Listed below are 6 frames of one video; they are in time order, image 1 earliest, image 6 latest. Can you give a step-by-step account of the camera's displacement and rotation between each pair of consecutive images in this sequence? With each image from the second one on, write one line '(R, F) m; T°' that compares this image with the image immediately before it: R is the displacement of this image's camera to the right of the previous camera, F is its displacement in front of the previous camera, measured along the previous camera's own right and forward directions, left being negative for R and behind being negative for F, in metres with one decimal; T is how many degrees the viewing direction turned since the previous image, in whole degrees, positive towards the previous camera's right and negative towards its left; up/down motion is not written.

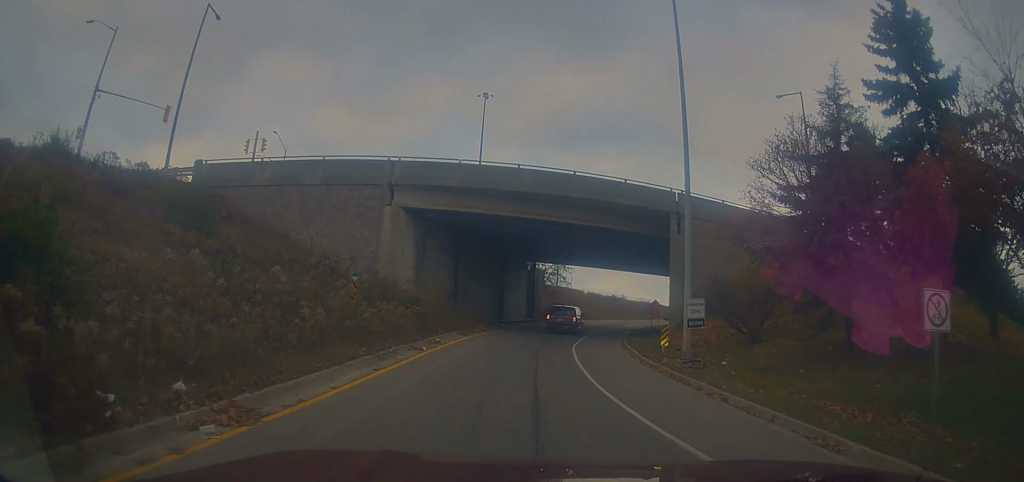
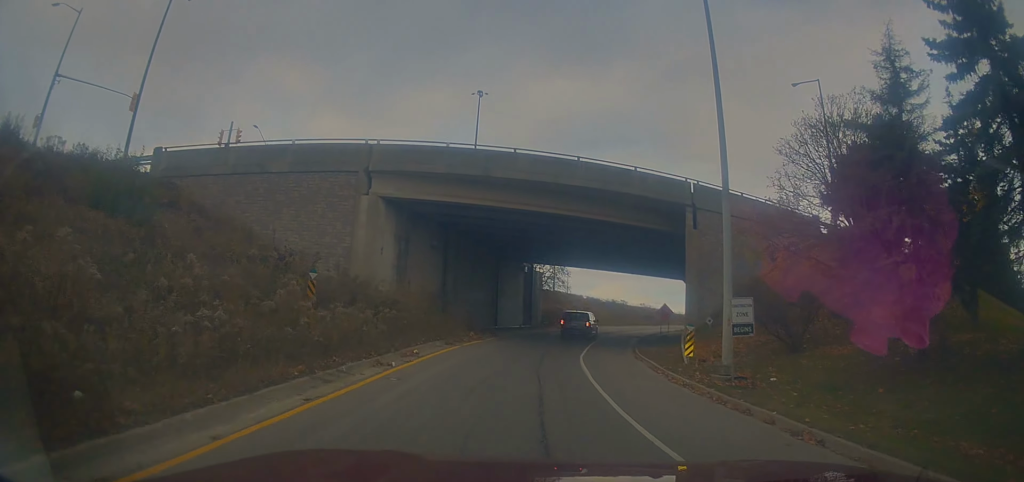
(+0.3, +4.5) m; +2°
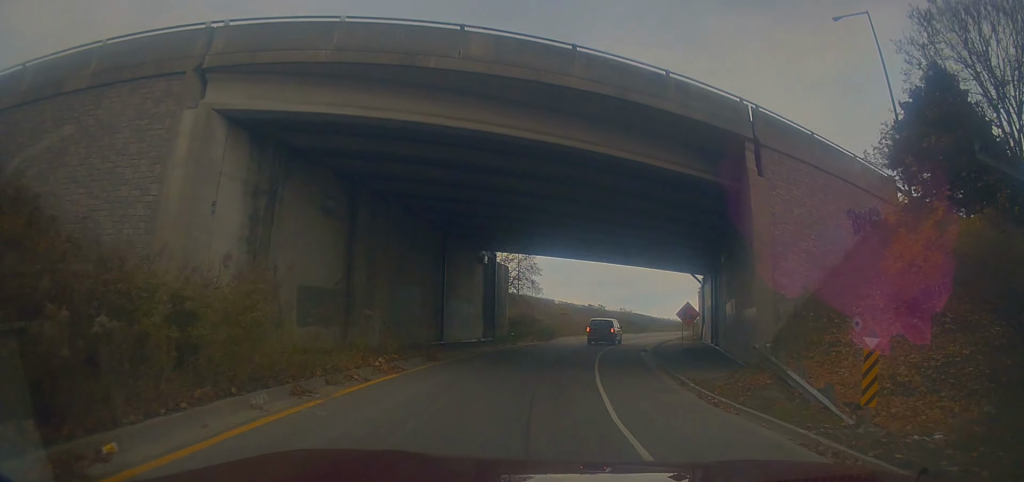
(+0.5, +13.6) m; +4°
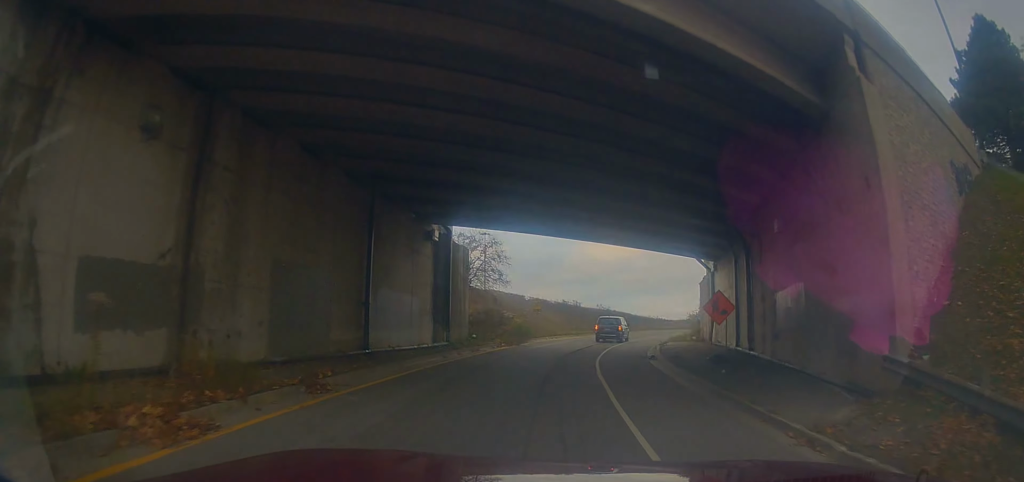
(+0.3, +8.6) m; +1°
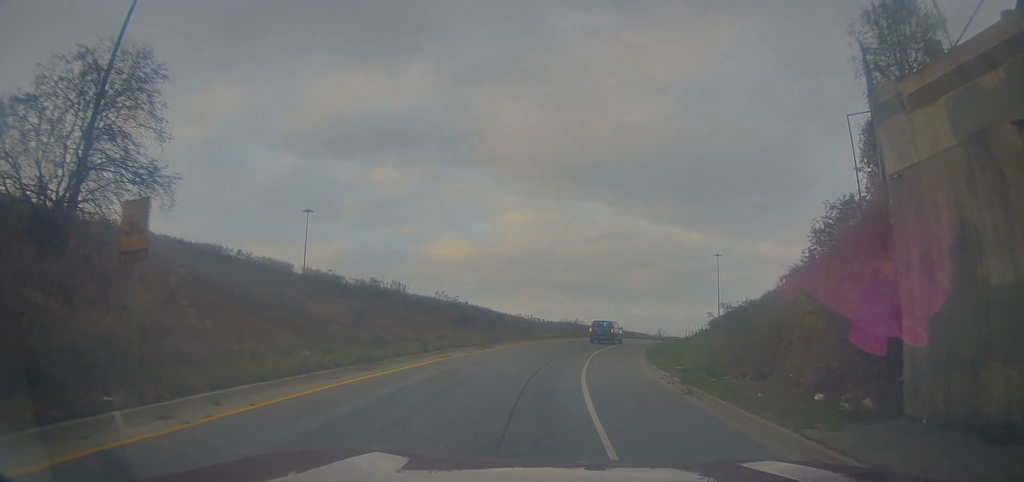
(+5.1, +31.4) m; +20°
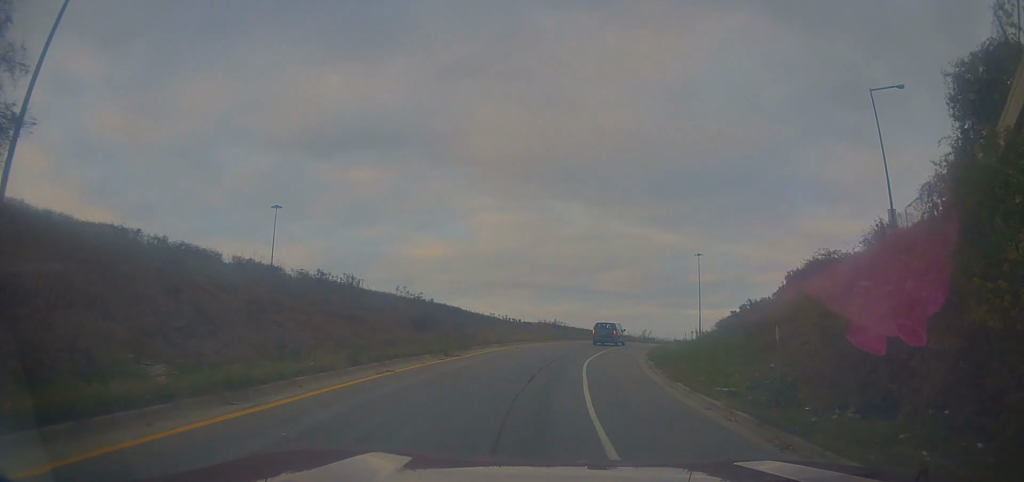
(+0.2, +6.1) m; +2°
